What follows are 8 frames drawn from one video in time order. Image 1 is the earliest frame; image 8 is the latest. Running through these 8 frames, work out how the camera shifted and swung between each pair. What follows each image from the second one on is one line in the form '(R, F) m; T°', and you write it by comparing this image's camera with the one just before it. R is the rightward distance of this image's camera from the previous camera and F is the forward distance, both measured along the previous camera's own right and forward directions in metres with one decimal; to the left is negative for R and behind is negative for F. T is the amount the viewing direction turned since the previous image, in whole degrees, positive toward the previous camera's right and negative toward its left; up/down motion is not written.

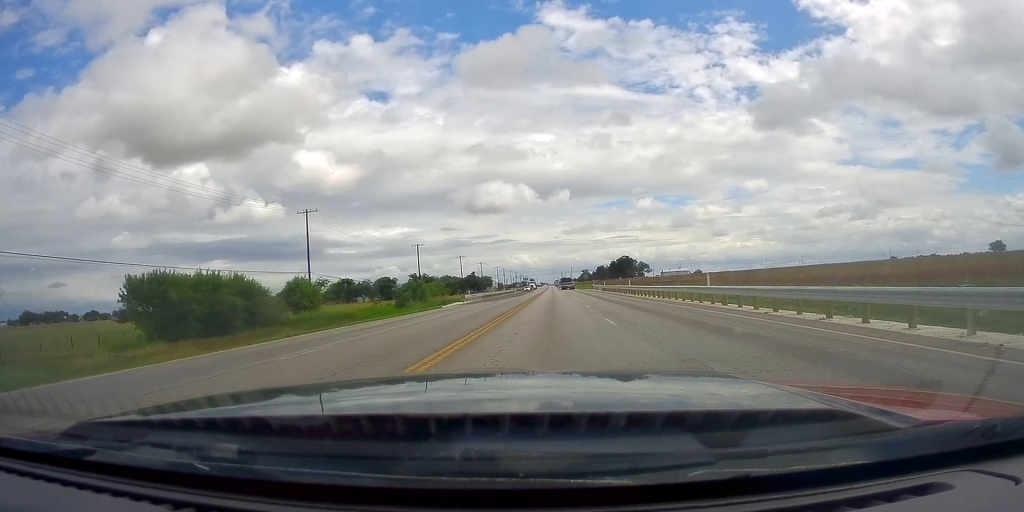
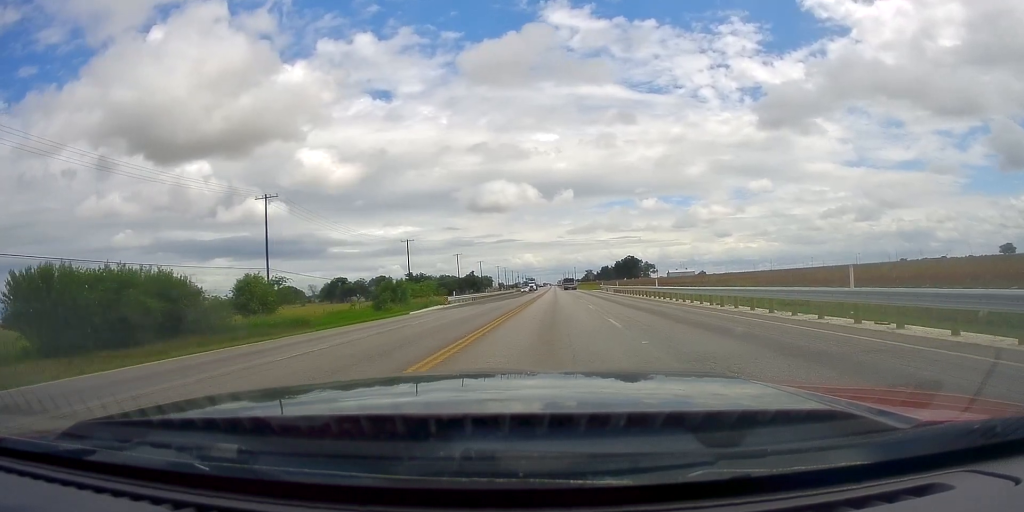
(+0.2, +12.8) m; 0°
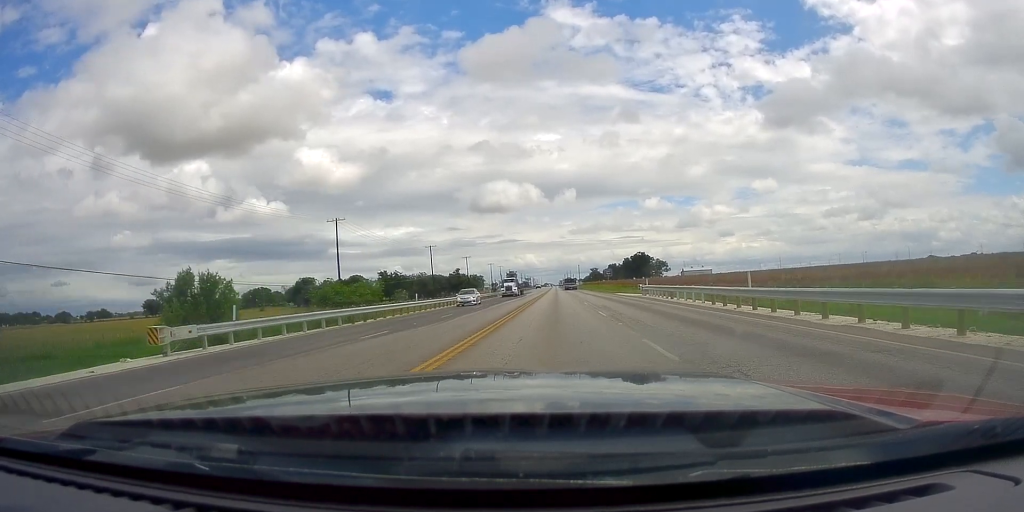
(-1.4, +43.6) m; -2°
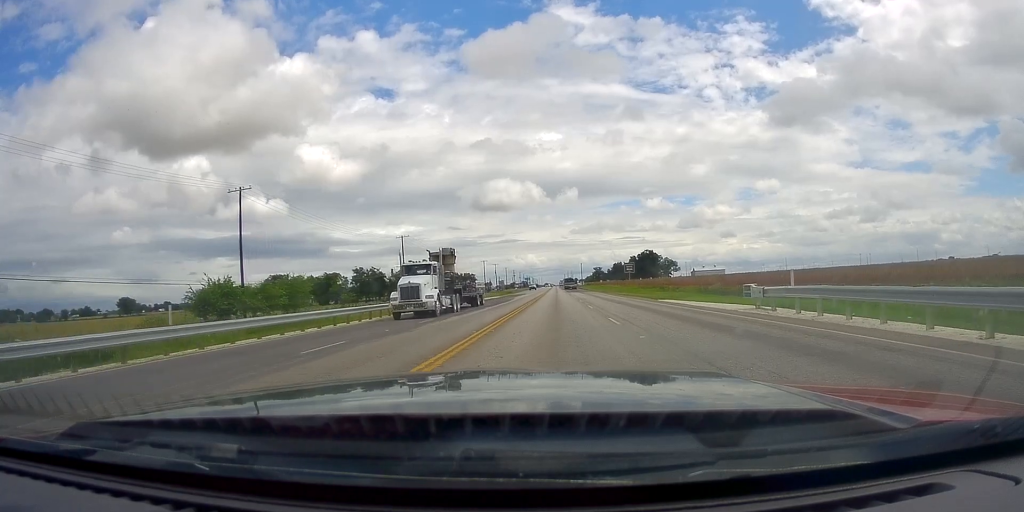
(0.0, +29.1) m; 0°
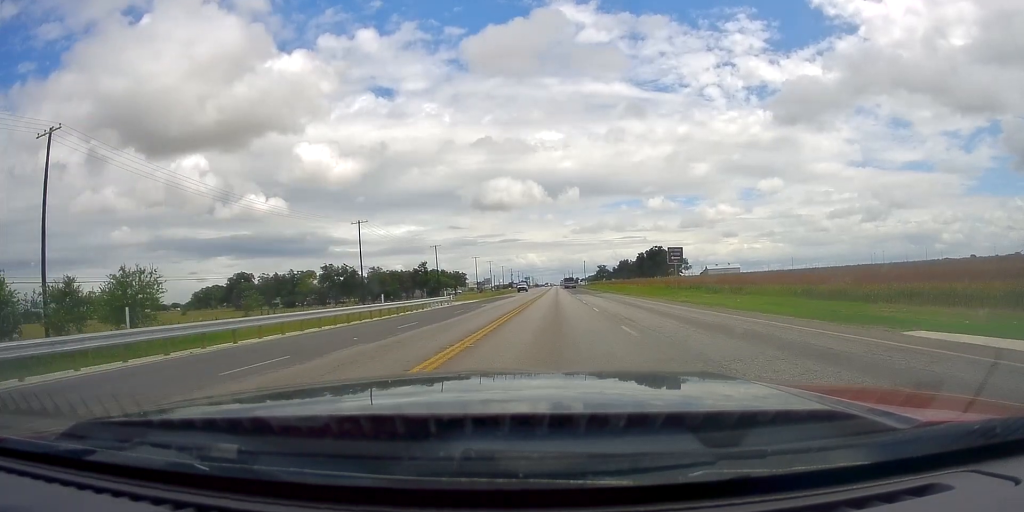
(0.0, +28.6) m; 0°
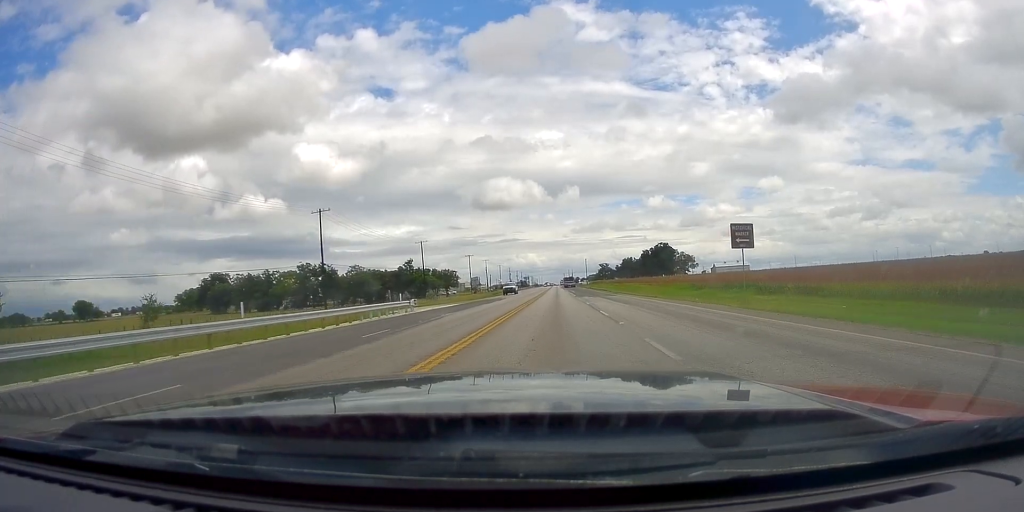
(0.0, +16.9) m; 0°
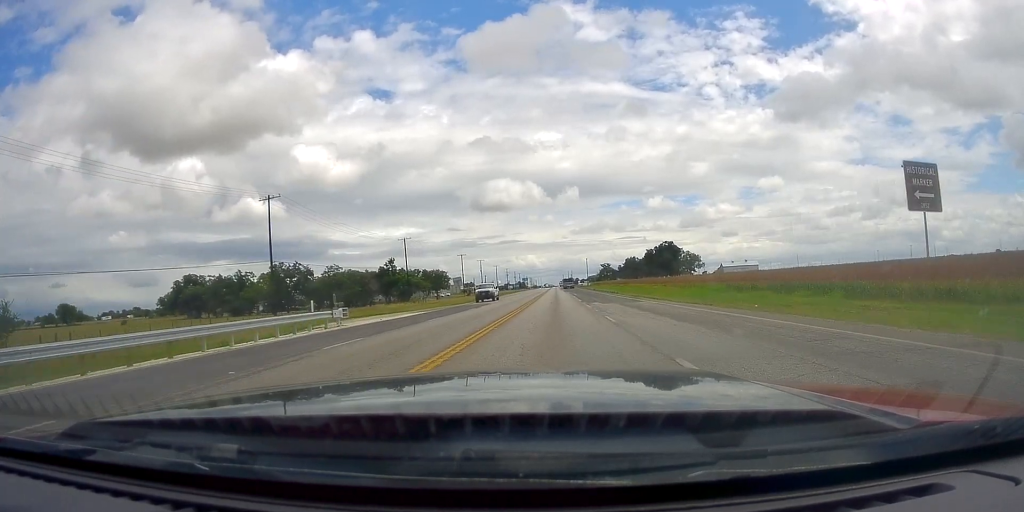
(0.0, +15.5) m; 0°
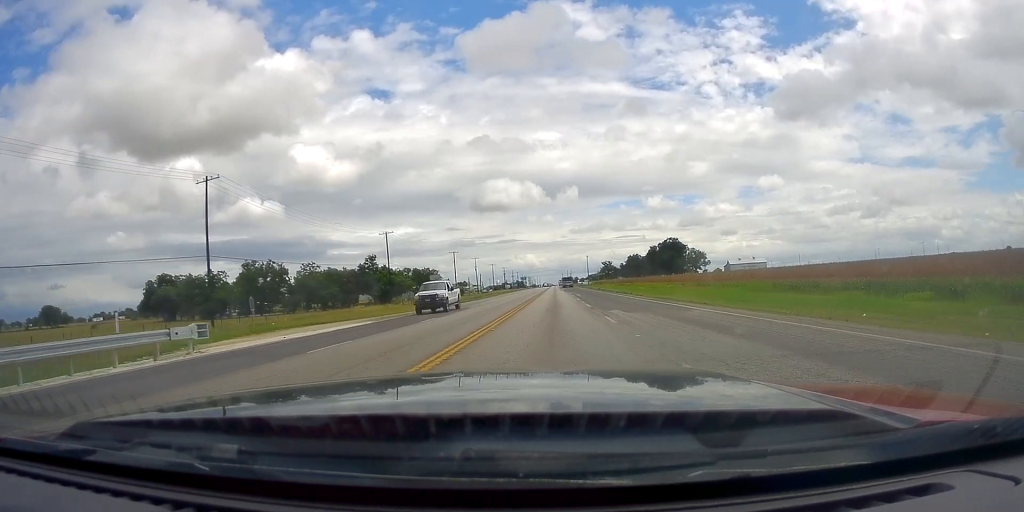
(0.0, +13.4) m; 0°
